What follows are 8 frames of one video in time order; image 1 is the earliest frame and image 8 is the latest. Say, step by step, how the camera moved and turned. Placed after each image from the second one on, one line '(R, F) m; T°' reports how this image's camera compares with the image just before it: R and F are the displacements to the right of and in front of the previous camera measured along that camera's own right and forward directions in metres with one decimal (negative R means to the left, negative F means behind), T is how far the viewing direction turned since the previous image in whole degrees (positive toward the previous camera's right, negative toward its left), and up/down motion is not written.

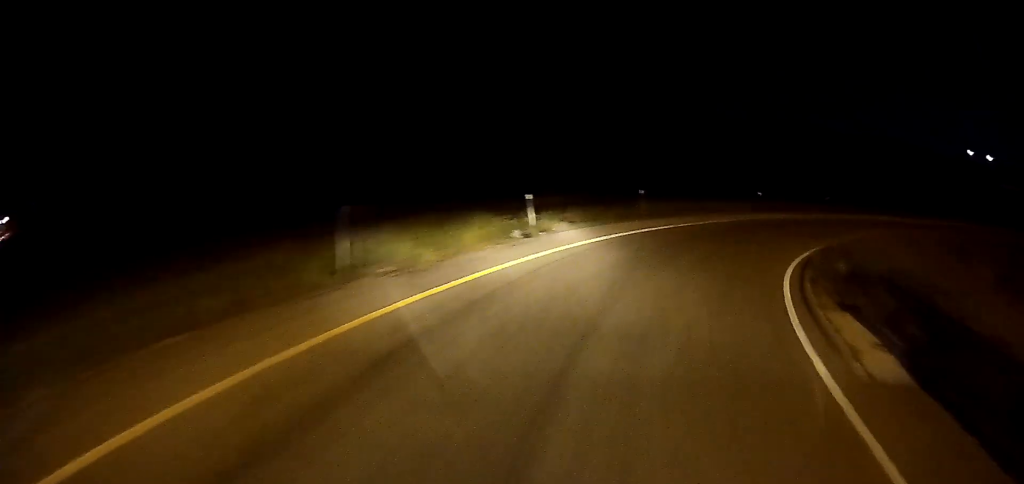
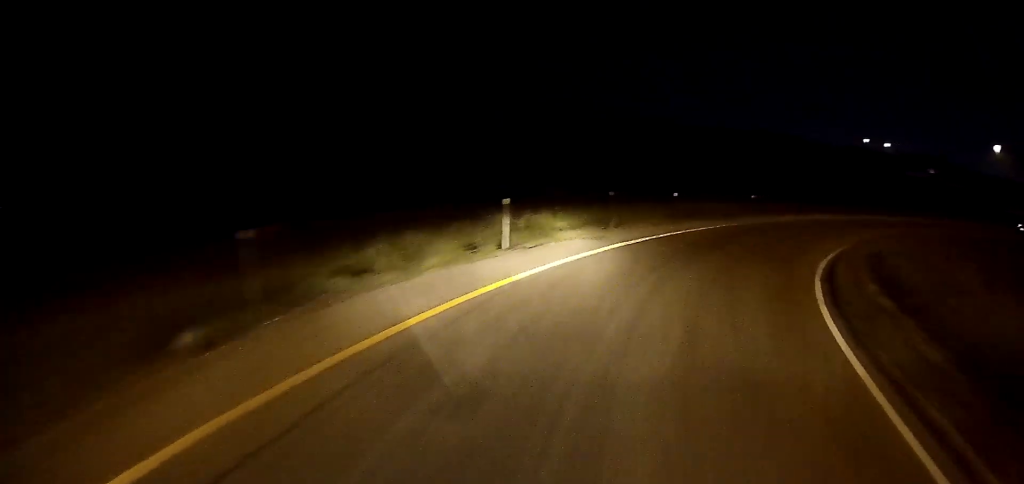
(+1.3, +11.3) m; +13°
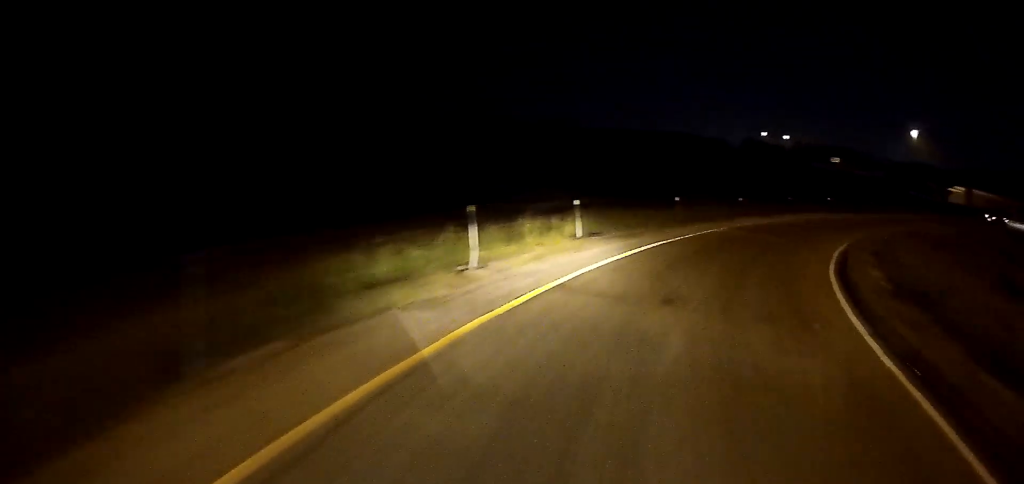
(+1.0, +10.0) m; +11°
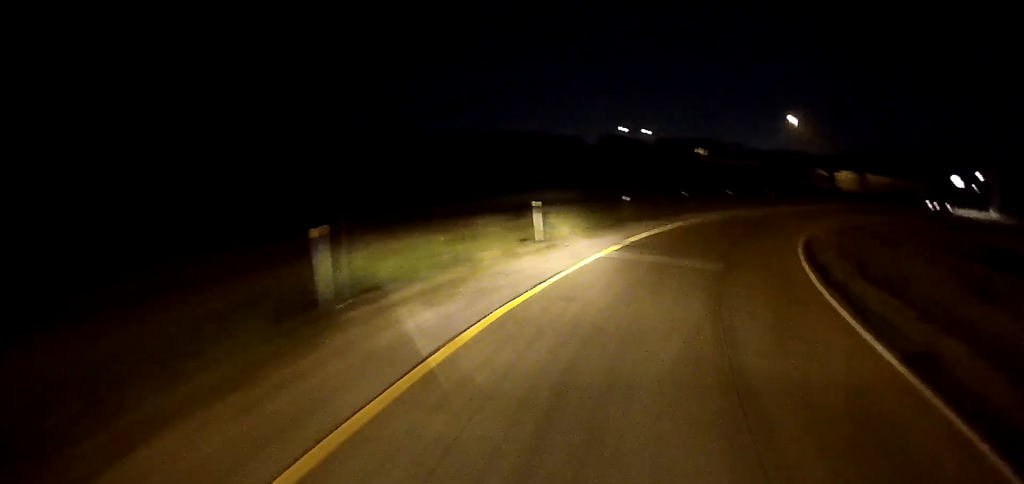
(+0.9, +12.0) m; +10°
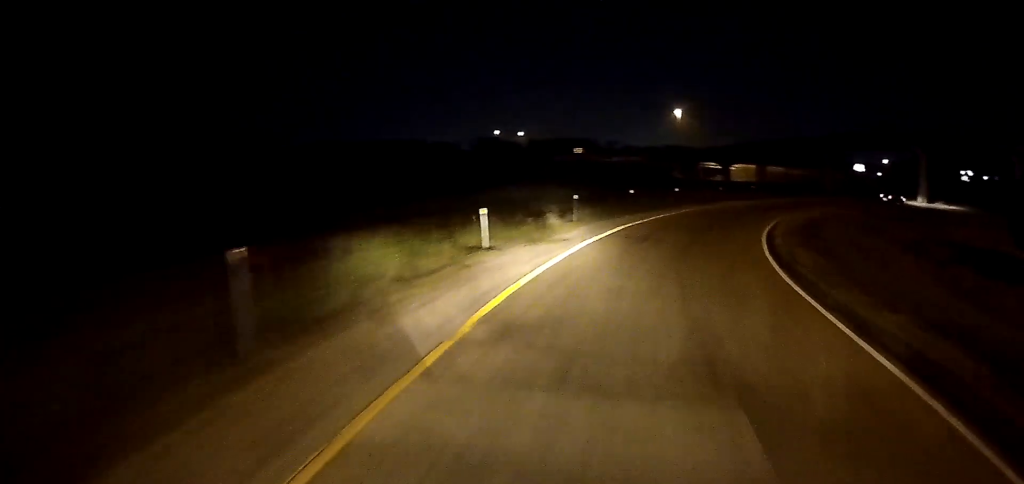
(+1.2, +12.4) m; +12°
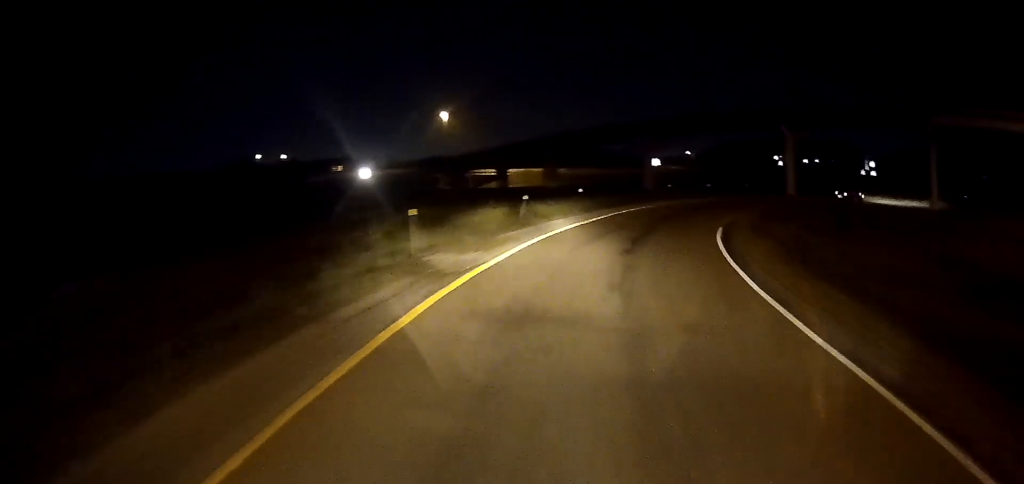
(+5.9, +32.5) m; +19°
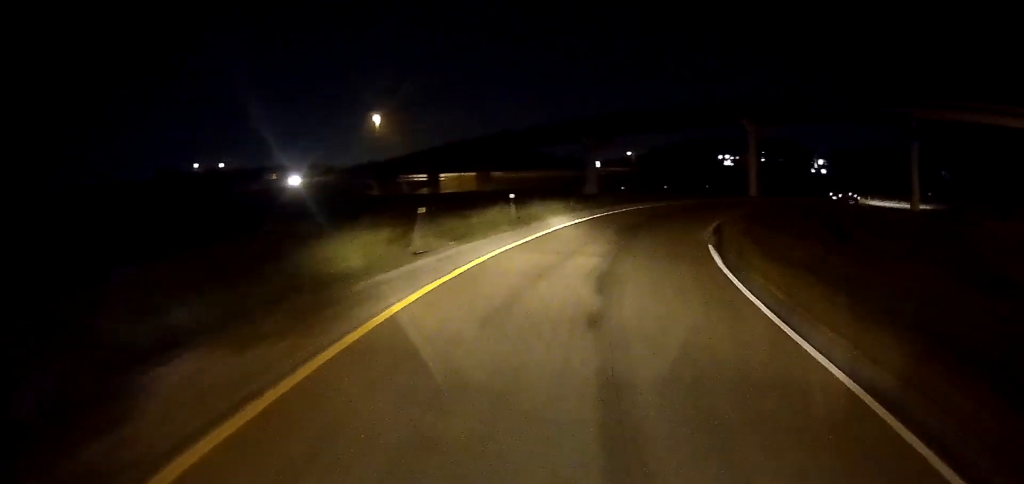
(+0.6, +9.6) m; +6°
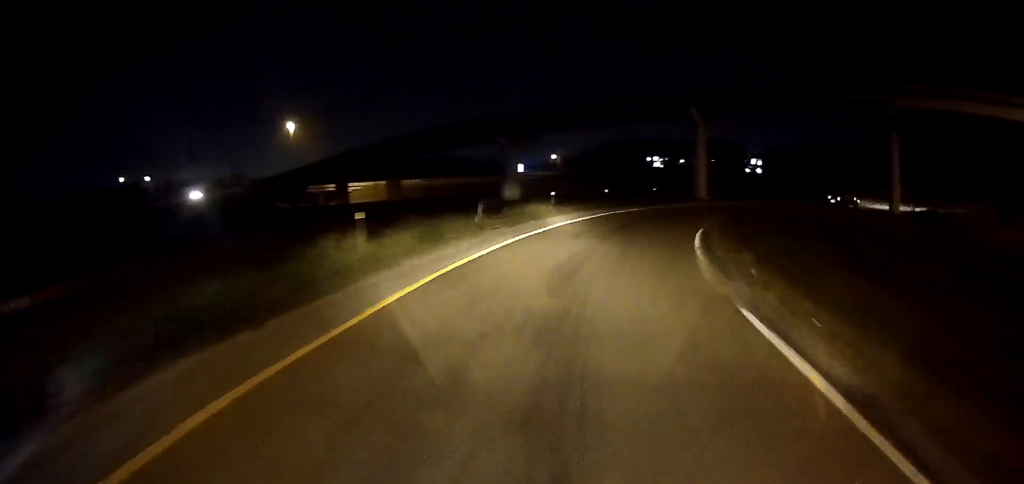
(+0.7, +12.2) m; +7°
